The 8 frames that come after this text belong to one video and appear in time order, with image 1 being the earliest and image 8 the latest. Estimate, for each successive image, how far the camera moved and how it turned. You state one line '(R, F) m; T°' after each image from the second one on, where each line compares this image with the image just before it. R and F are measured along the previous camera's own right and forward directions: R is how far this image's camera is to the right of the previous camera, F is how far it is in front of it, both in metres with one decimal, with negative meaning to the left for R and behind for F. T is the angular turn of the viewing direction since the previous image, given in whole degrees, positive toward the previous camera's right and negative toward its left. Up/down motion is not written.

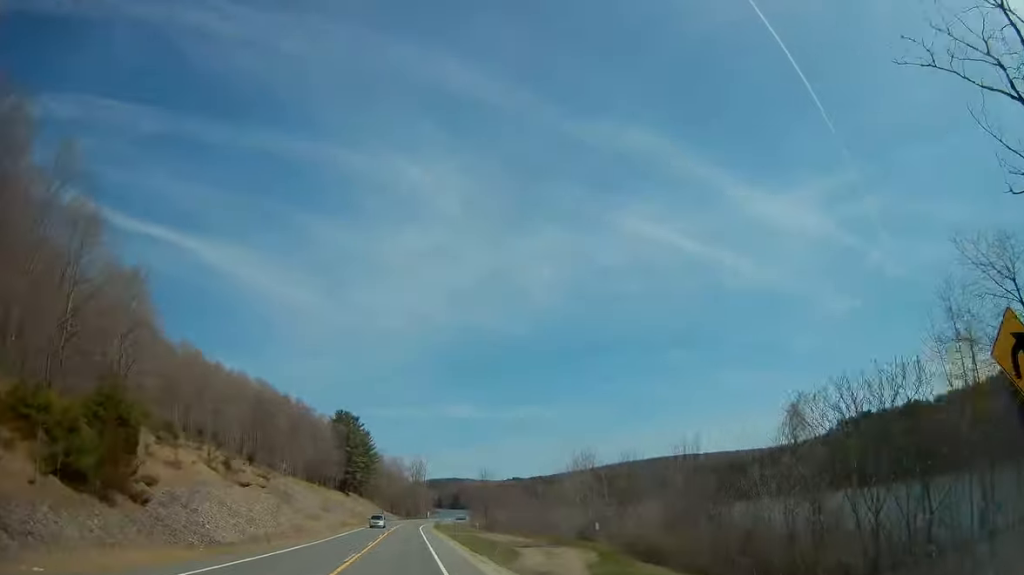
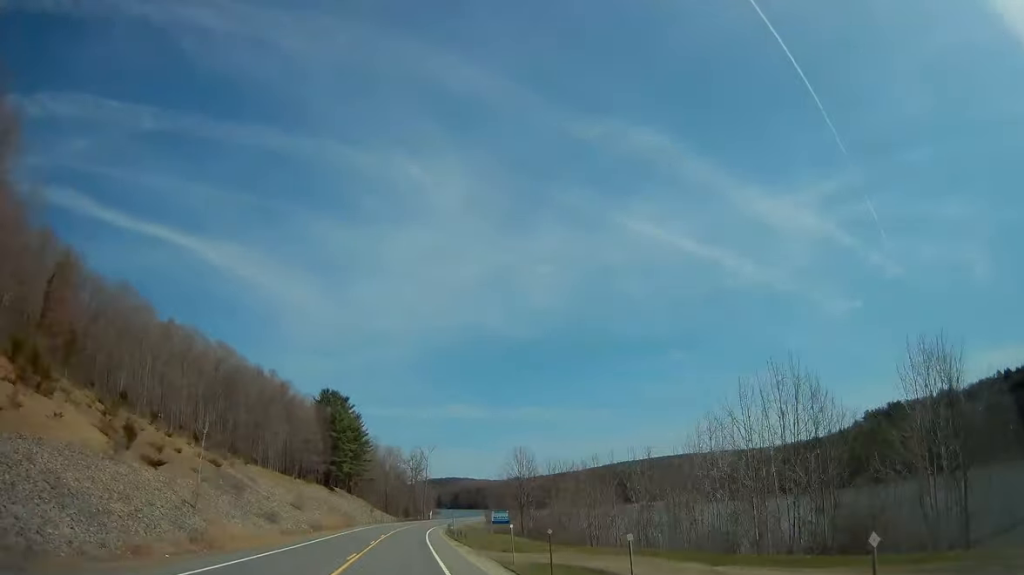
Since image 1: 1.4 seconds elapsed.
(+0.3, +35.7) m; 0°
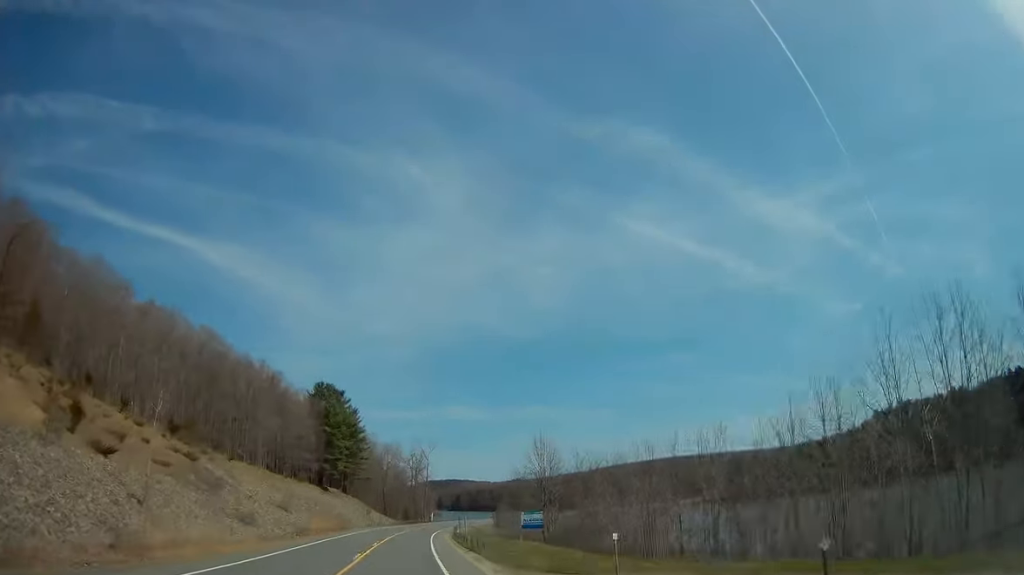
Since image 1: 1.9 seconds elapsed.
(-0.1, +11.5) m; 0°
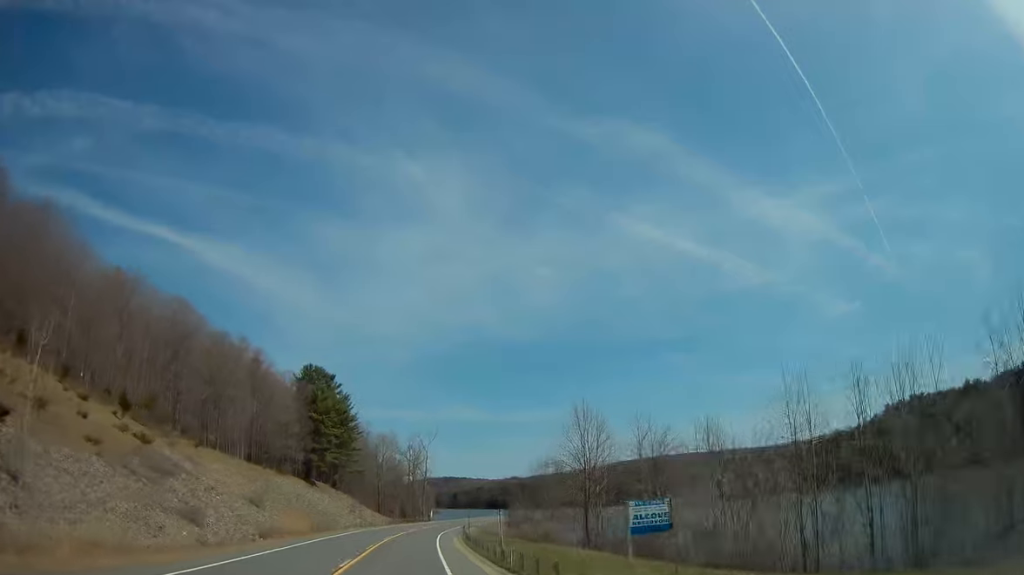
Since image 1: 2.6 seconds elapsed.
(-0.2, +16.4) m; 0°
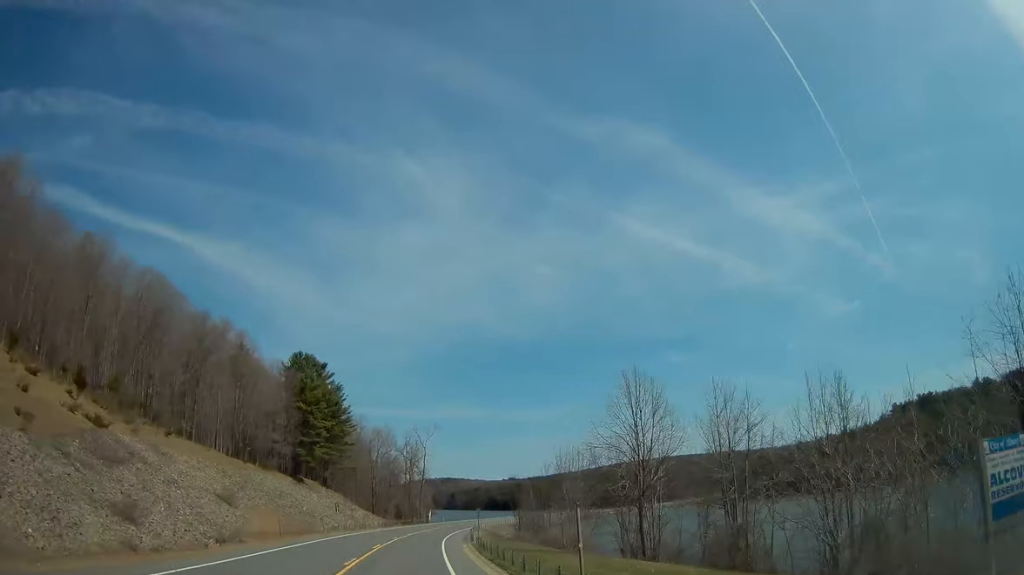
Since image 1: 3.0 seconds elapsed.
(+0.2, +11.4) m; 0°
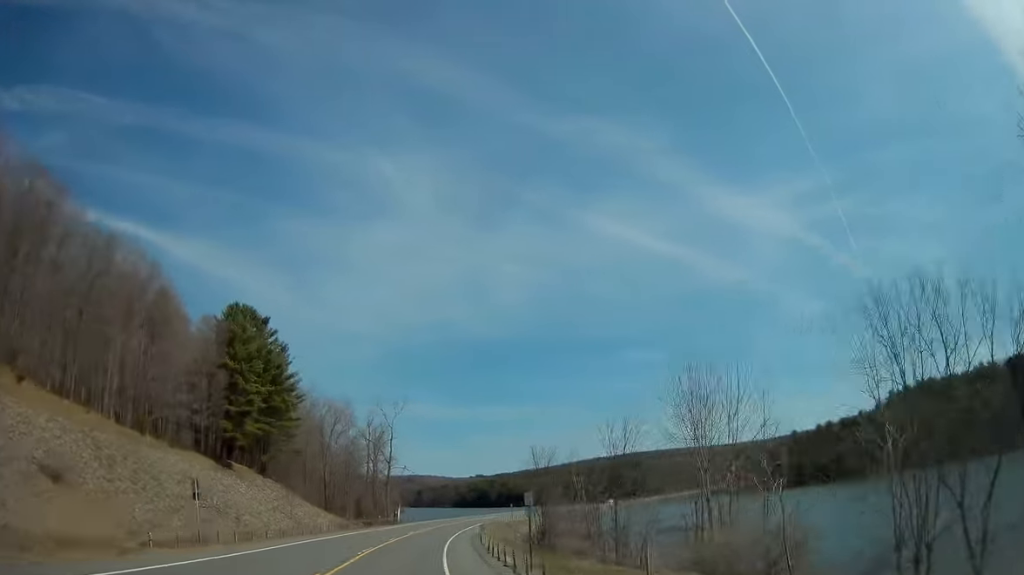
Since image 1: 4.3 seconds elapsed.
(+0.1, +31.2) m; +2°
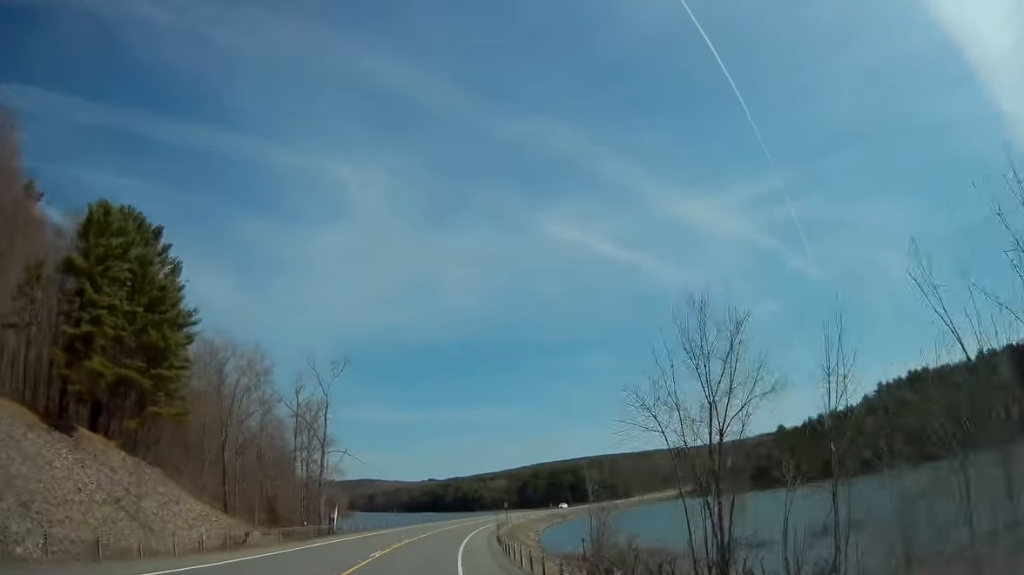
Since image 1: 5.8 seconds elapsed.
(+1.3, +36.1) m; +4°
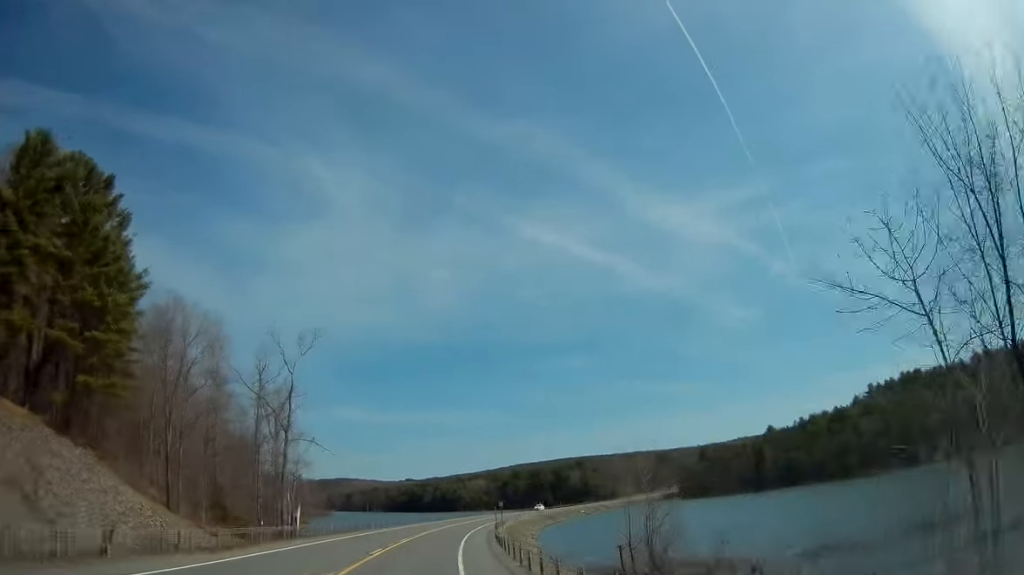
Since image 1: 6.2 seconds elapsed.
(0.0, +11.5) m; +2°
